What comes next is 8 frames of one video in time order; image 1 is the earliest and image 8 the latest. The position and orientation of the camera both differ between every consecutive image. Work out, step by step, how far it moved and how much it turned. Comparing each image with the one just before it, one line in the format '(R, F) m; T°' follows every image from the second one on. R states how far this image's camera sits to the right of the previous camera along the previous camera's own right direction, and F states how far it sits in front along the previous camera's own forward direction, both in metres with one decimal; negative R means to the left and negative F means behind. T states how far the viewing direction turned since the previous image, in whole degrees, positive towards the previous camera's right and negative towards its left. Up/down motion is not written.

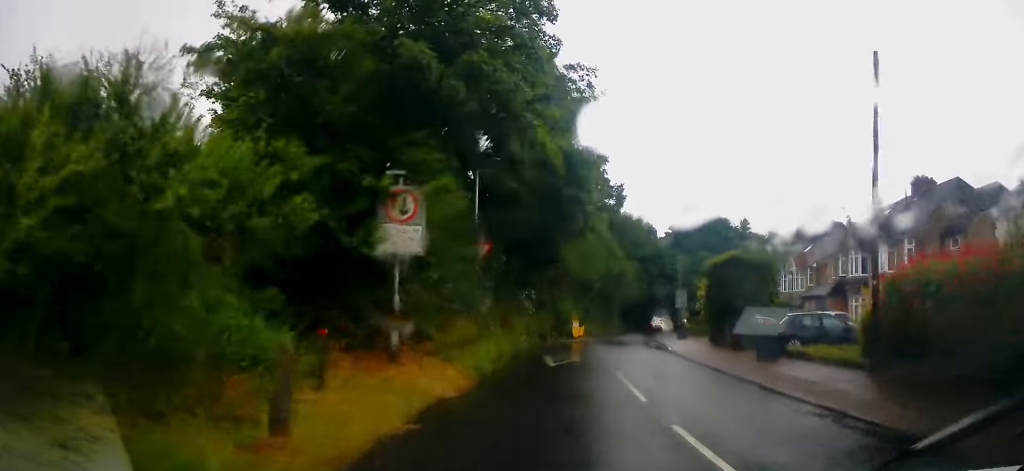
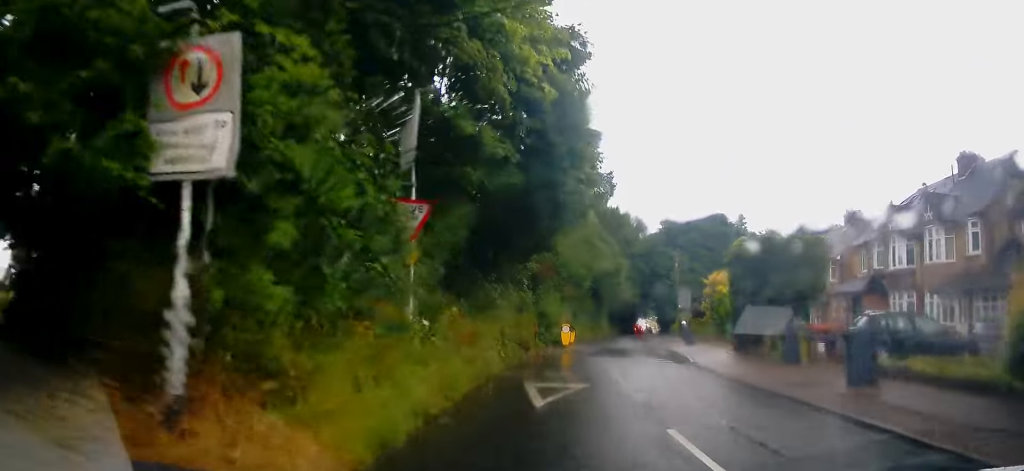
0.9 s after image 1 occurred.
(-0.2, +6.4) m; +1°
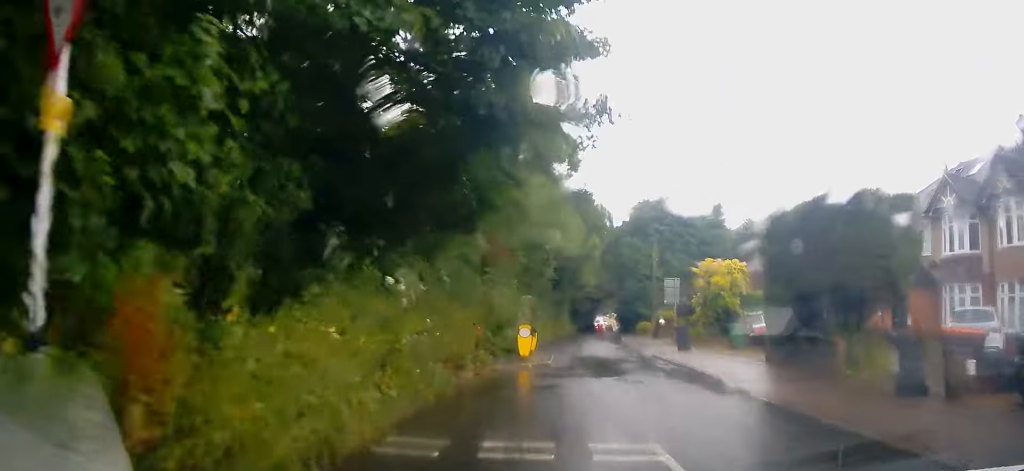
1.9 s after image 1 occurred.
(+0.4, +7.5) m; +6°
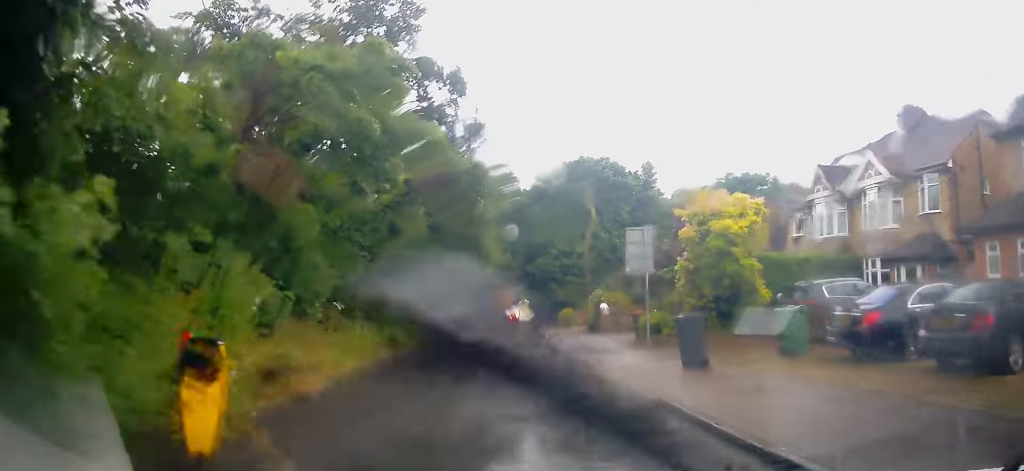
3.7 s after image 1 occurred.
(+0.9, +14.3) m; +6°
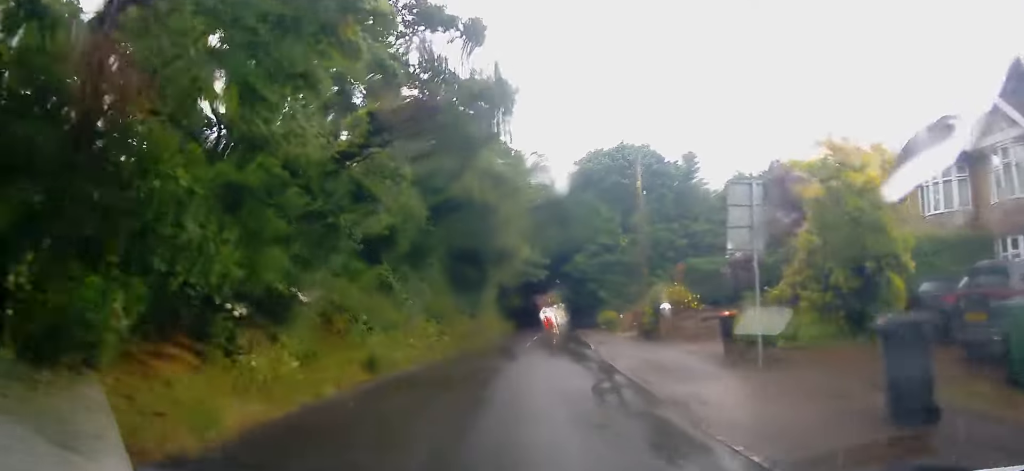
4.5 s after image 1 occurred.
(+0.4, +6.5) m; -2°
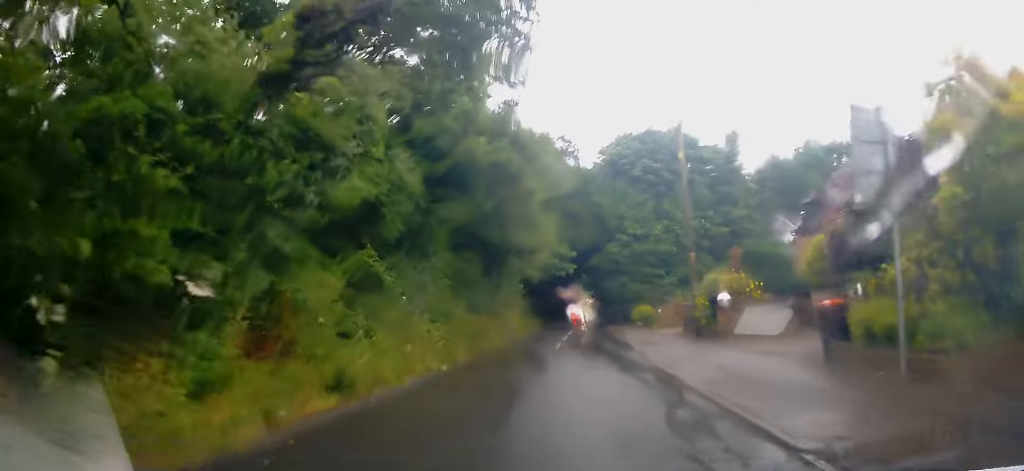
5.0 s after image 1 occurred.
(-0.3, +3.9) m; -2°
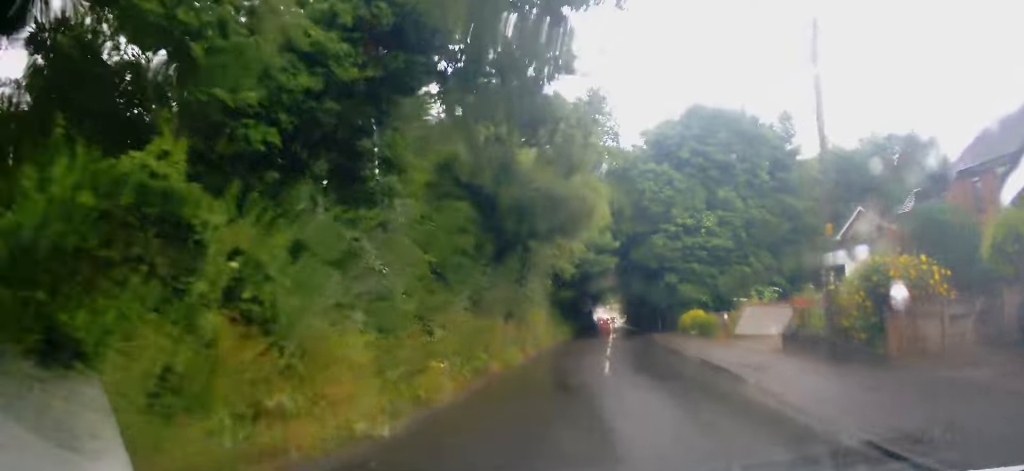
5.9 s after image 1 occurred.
(-0.3, +7.9) m; -1°
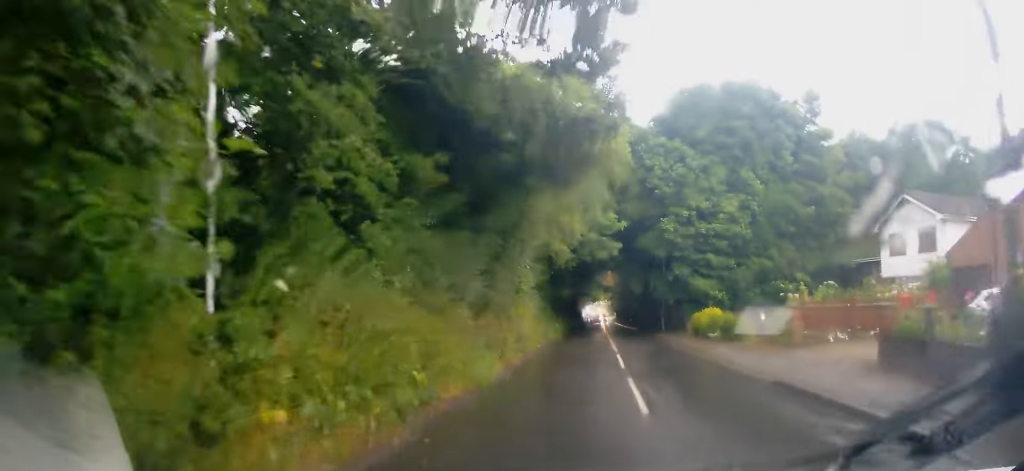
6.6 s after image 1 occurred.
(+0.1, +5.8) m; +2°
